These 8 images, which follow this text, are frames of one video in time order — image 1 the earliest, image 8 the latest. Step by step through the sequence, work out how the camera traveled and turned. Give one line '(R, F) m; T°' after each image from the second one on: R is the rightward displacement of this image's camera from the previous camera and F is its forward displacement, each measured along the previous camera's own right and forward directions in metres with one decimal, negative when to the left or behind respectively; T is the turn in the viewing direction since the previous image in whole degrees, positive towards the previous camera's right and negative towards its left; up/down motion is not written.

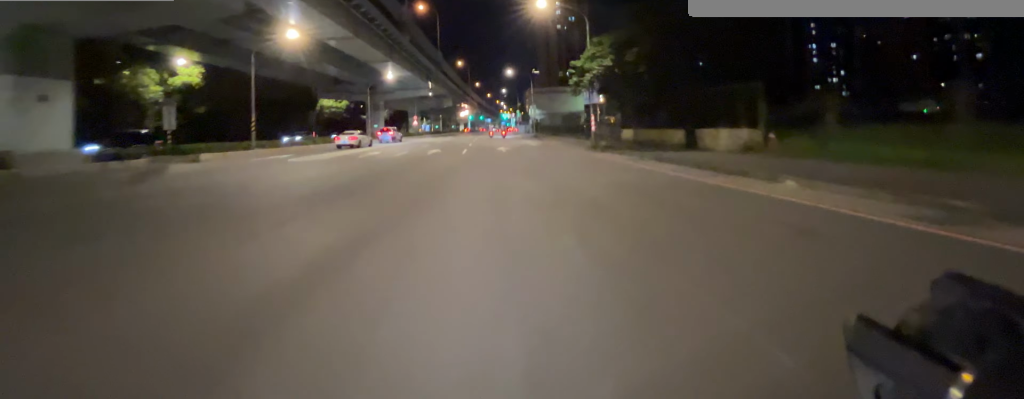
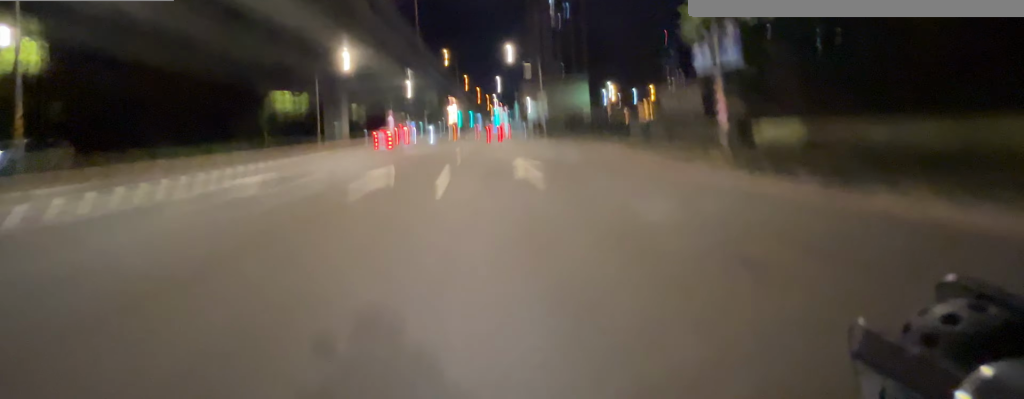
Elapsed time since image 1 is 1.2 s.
(+0.2, +13.1) m; +1°
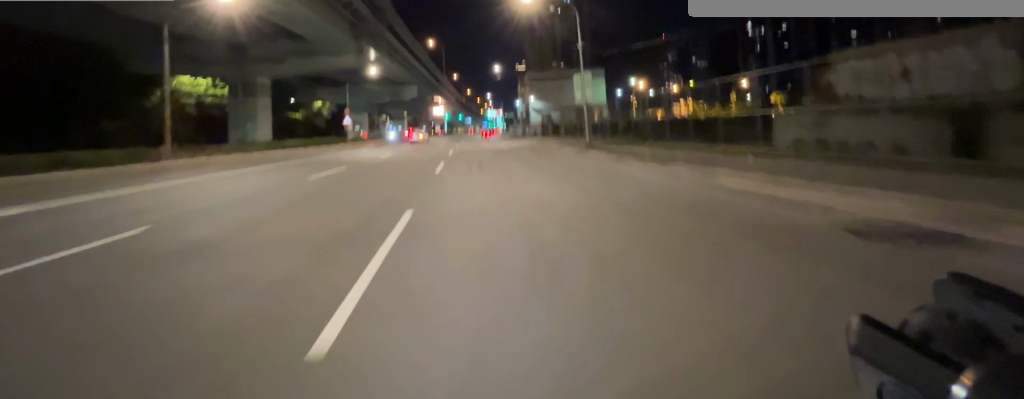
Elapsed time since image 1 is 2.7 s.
(0.0, +15.2) m; 0°
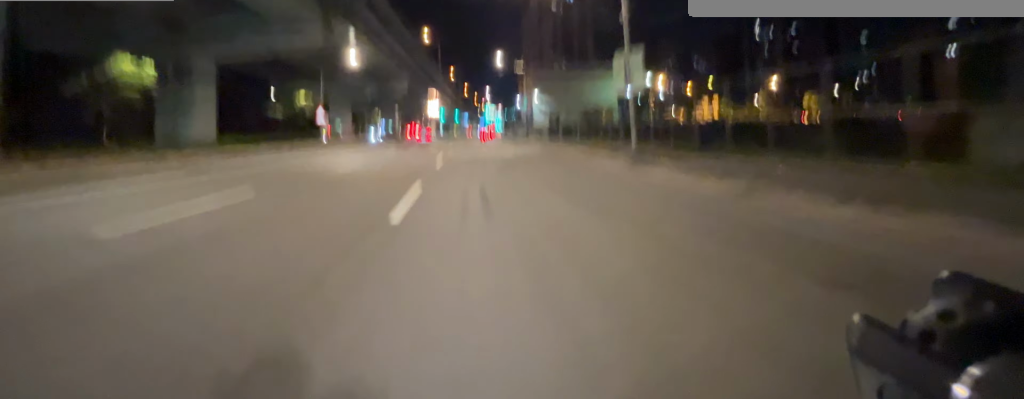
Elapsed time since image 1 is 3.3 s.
(0.0, +5.8) m; 0°
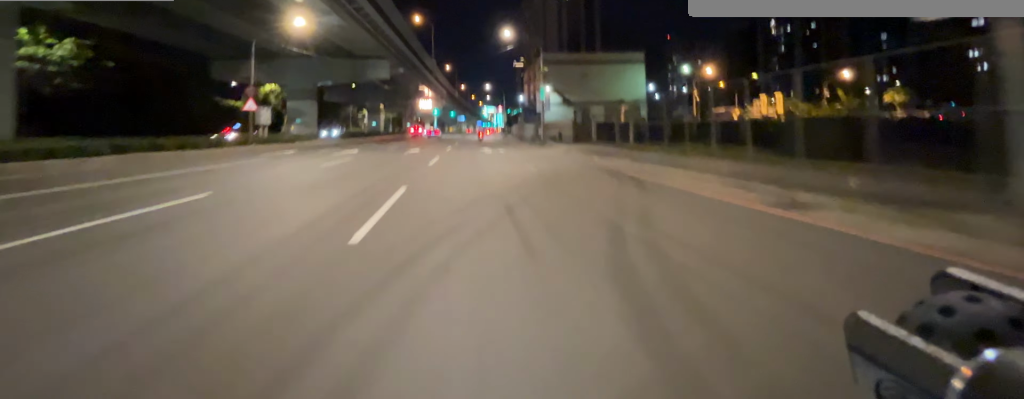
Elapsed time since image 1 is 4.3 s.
(0.0, +9.7) m; 0°
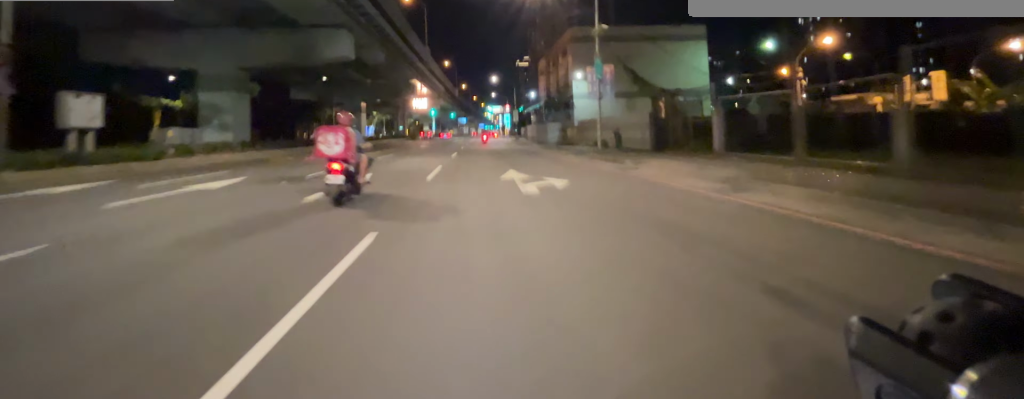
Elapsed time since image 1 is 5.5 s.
(0.0, +12.4) m; 0°
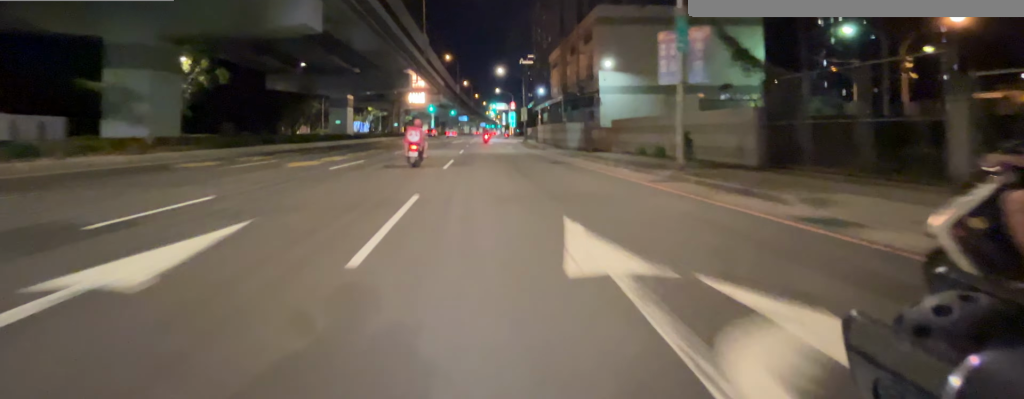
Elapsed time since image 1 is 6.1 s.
(0.0, +7.0) m; 0°
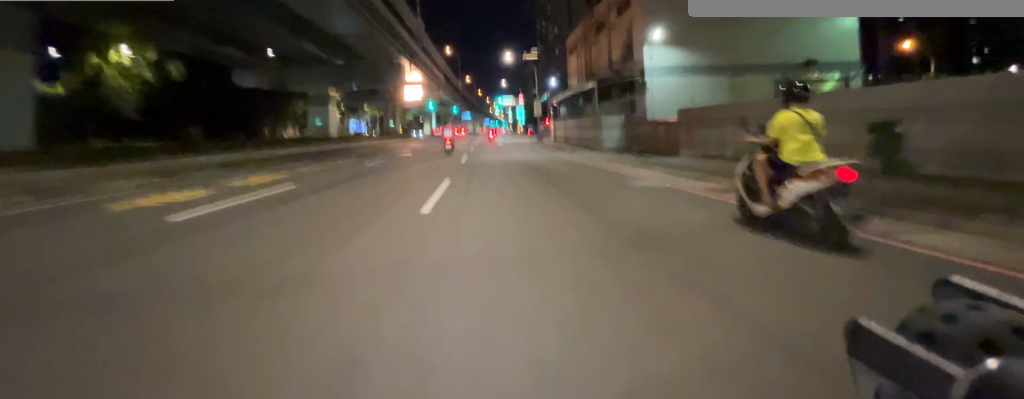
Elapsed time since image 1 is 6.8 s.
(0.0, +6.7) m; 0°
